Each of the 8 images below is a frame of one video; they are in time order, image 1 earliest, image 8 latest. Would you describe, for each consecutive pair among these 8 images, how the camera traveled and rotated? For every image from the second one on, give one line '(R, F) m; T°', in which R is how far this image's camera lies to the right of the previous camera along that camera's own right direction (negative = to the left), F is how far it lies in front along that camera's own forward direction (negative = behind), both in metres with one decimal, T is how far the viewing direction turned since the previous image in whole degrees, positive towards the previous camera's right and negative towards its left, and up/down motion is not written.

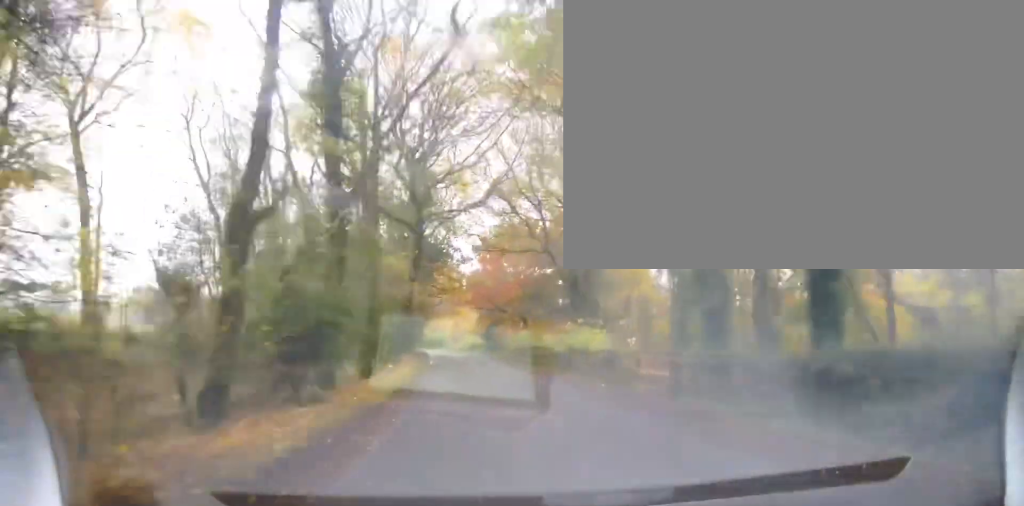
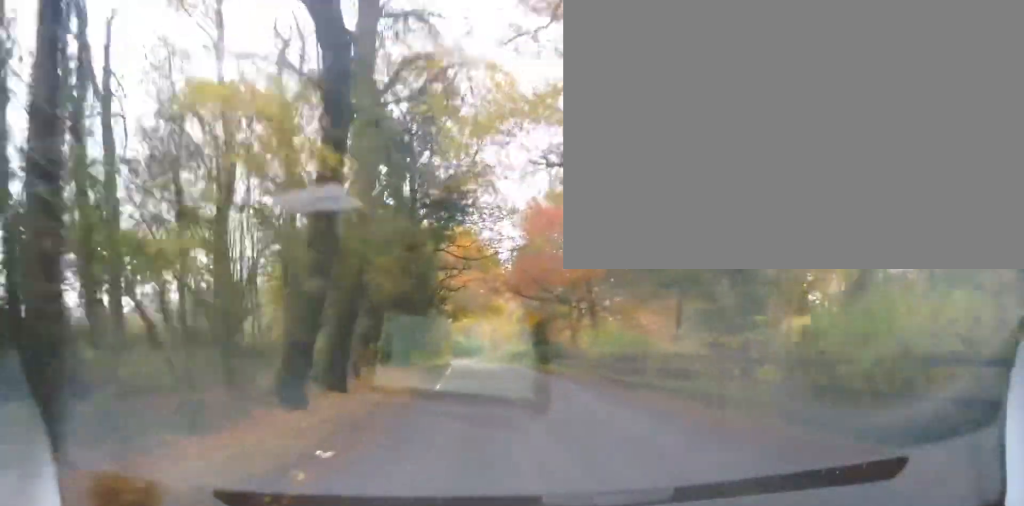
(-1.4, +18.1) m; -5°
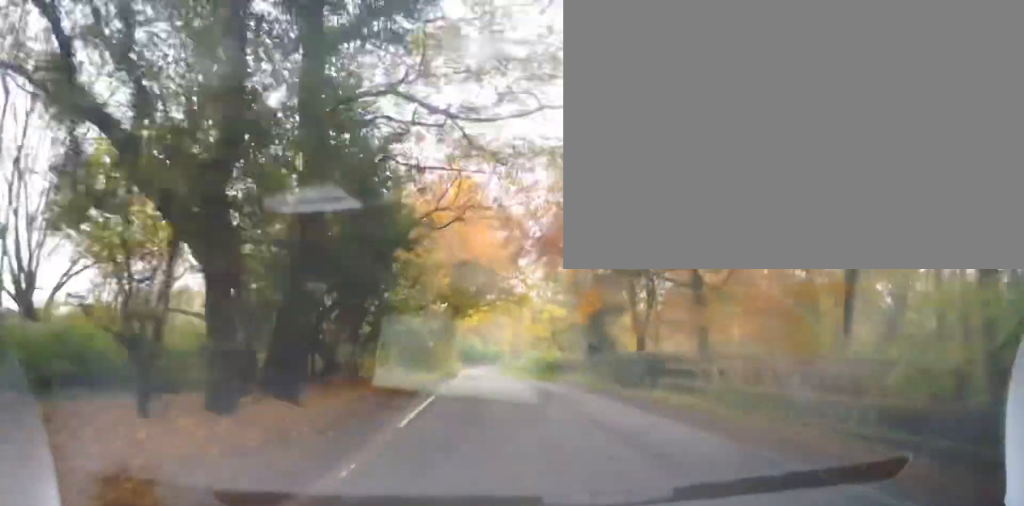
(+0.7, +16.8) m; +2°
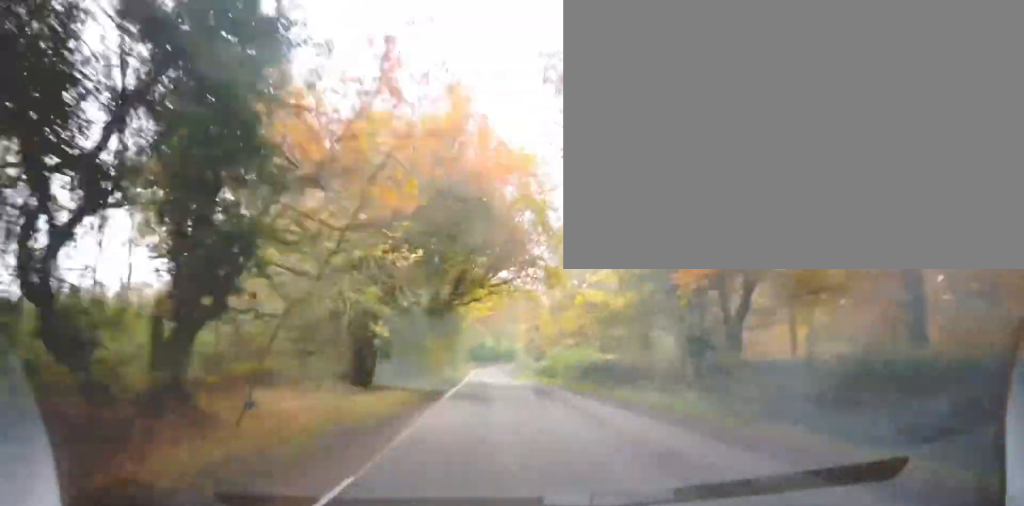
(-0.4, +11.2) m; -1°
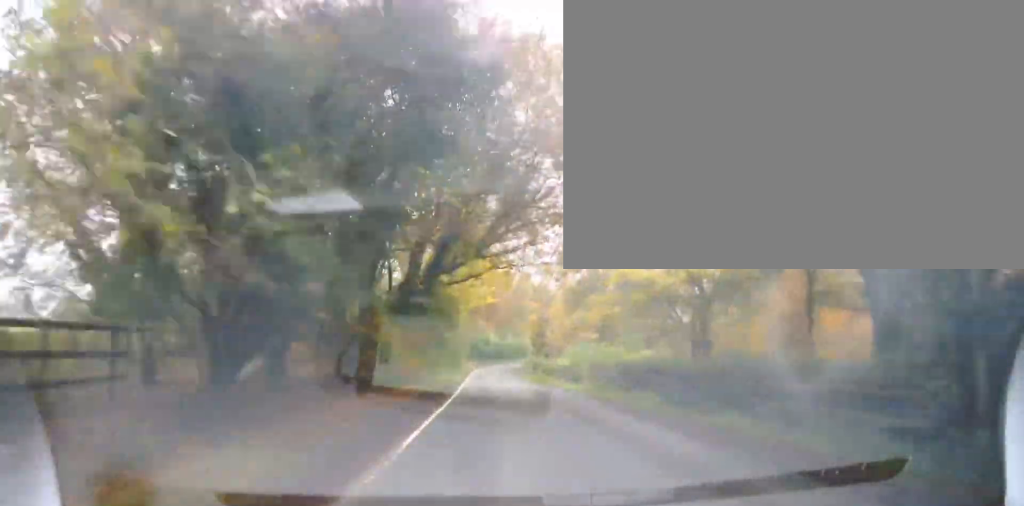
(0.0, +9.8) m; -1°
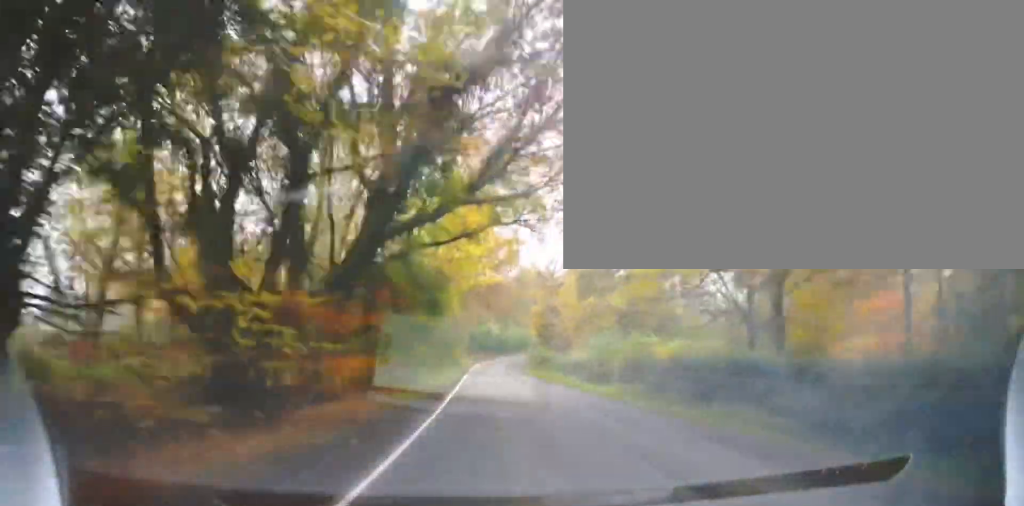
(+0.3, +7.0) m; -1°
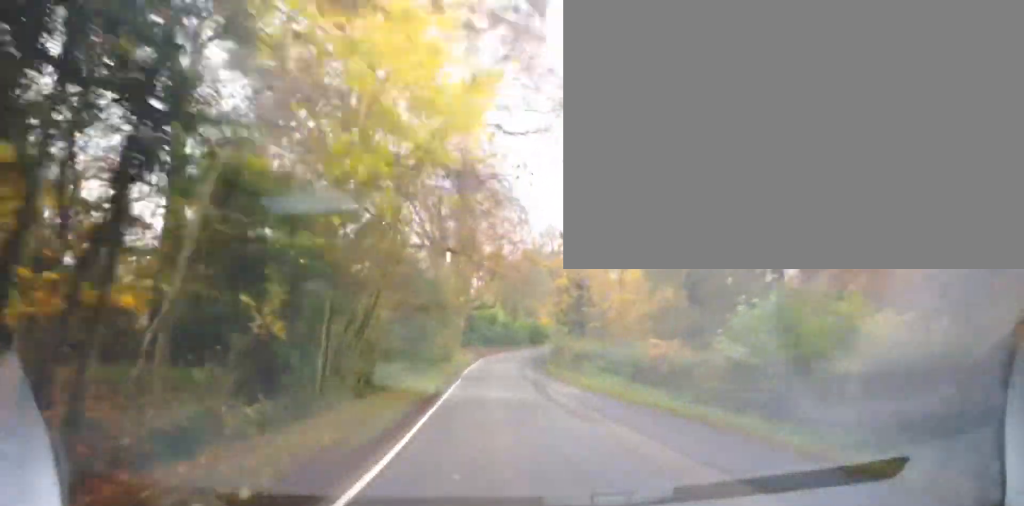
(-1.0, +16.9) m; -3°
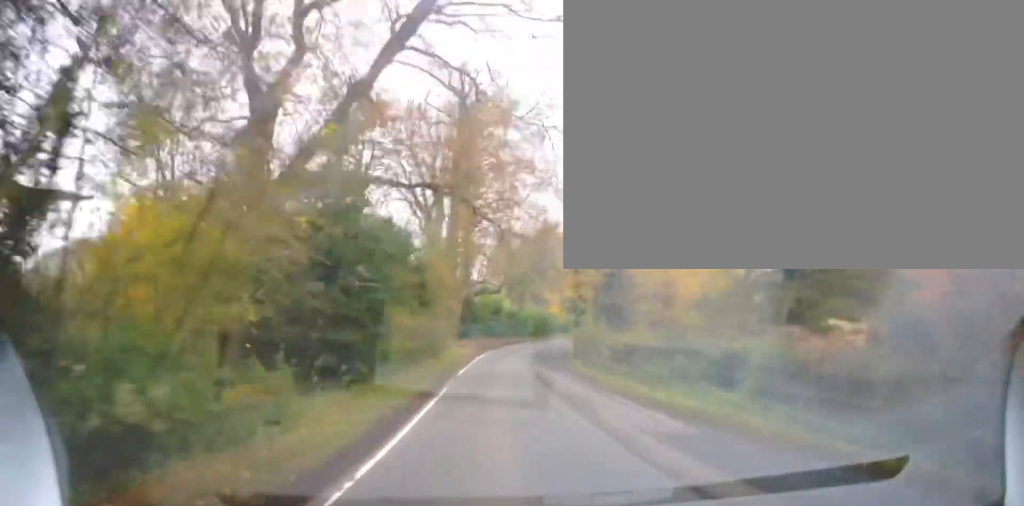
(+0.2, +10.4) m; 0°
